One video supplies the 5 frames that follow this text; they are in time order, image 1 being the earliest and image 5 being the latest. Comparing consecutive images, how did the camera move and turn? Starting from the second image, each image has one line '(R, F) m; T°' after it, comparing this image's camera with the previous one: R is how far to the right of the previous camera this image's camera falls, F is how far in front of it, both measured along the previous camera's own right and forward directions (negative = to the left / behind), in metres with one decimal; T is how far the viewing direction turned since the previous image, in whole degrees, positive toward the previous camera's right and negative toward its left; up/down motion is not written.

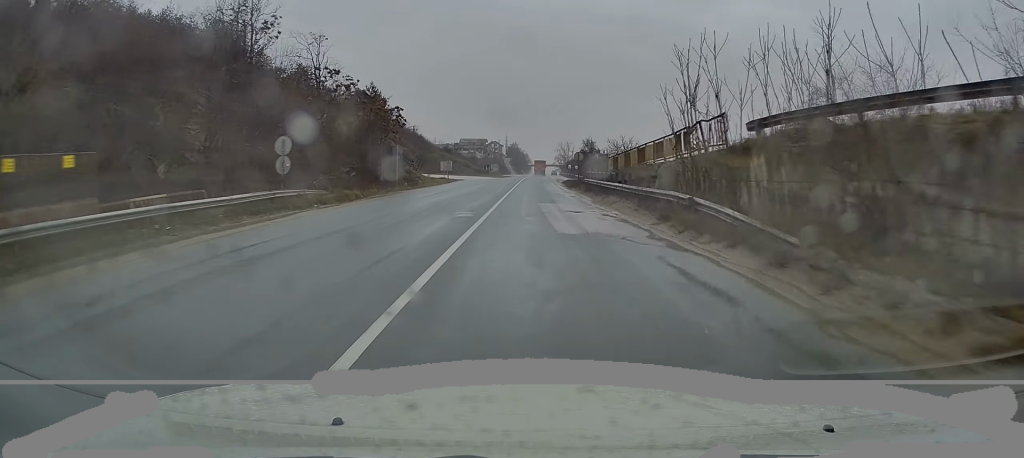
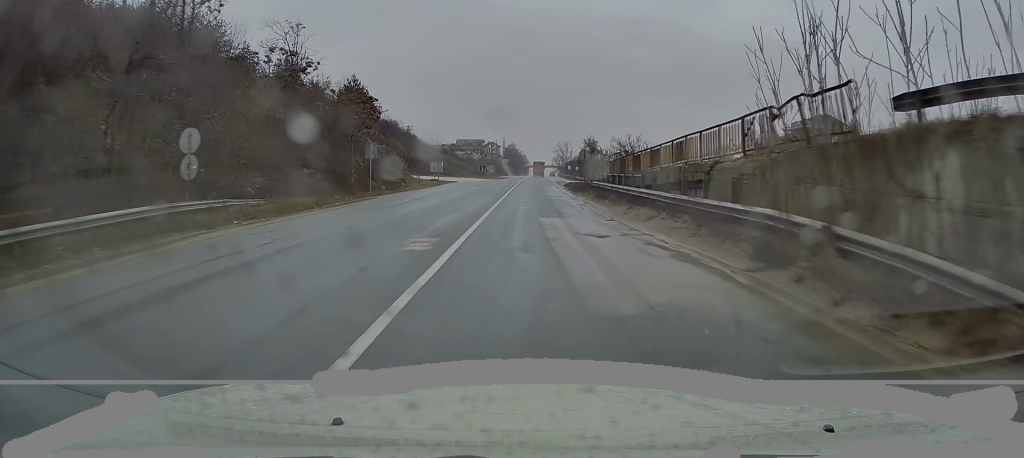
(0.0, +7.0) m; 0°
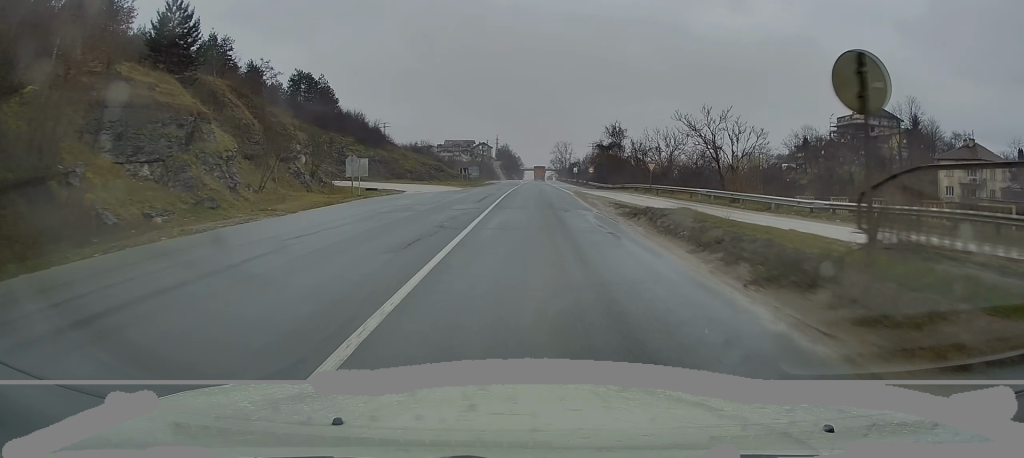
(-0.2, +35.3) m; 0°
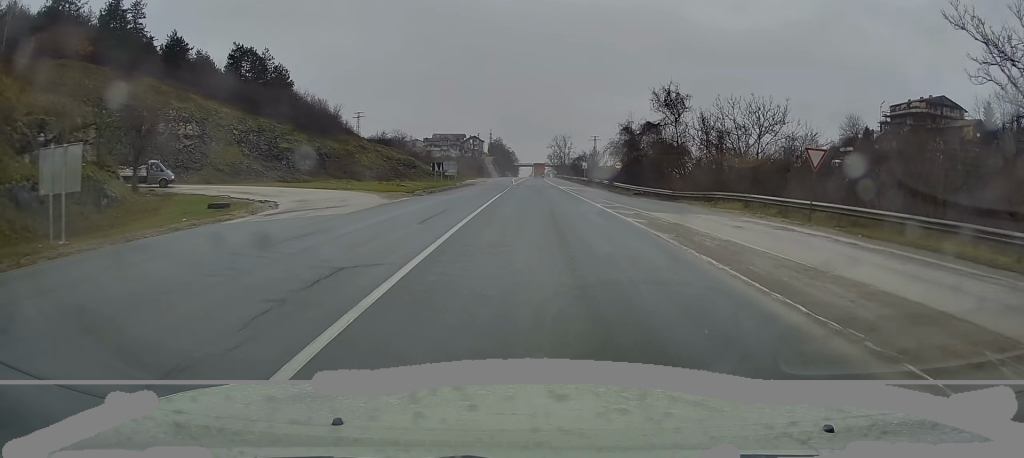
(0.0, +29.2) m; 0°
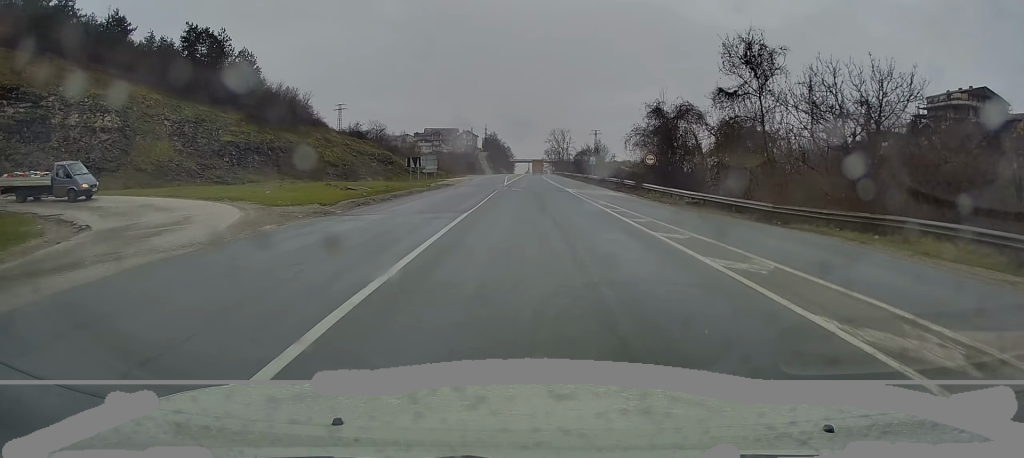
(0.0, +16.6) m; 0°
